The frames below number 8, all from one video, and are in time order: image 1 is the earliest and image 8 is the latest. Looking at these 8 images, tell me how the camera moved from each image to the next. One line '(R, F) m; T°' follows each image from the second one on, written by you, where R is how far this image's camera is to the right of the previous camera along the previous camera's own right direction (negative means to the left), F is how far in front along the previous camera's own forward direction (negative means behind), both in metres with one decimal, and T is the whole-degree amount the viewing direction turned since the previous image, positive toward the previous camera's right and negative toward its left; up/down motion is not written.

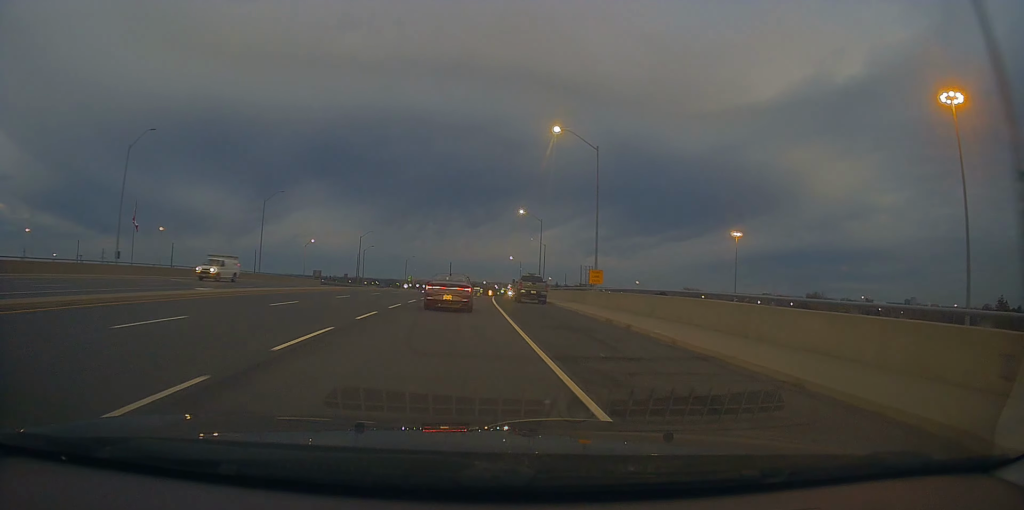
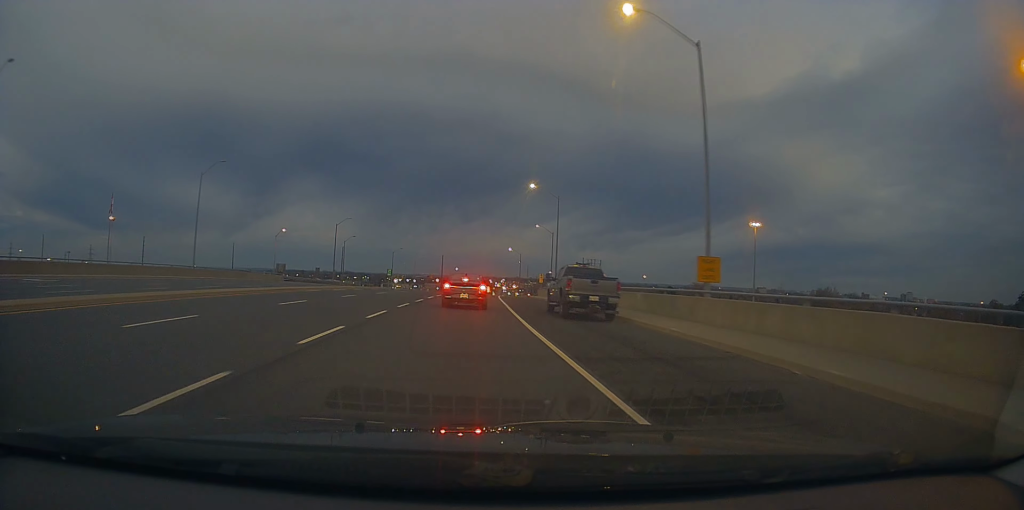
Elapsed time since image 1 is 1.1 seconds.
(-0.2, +18.7) m; -1°
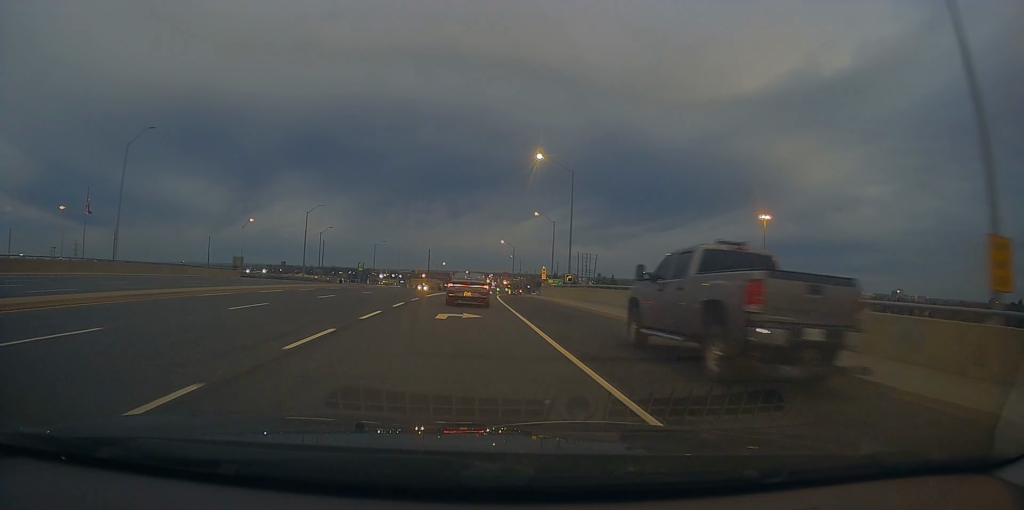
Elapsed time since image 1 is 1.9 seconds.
(0.0, +14.0) m; +1°
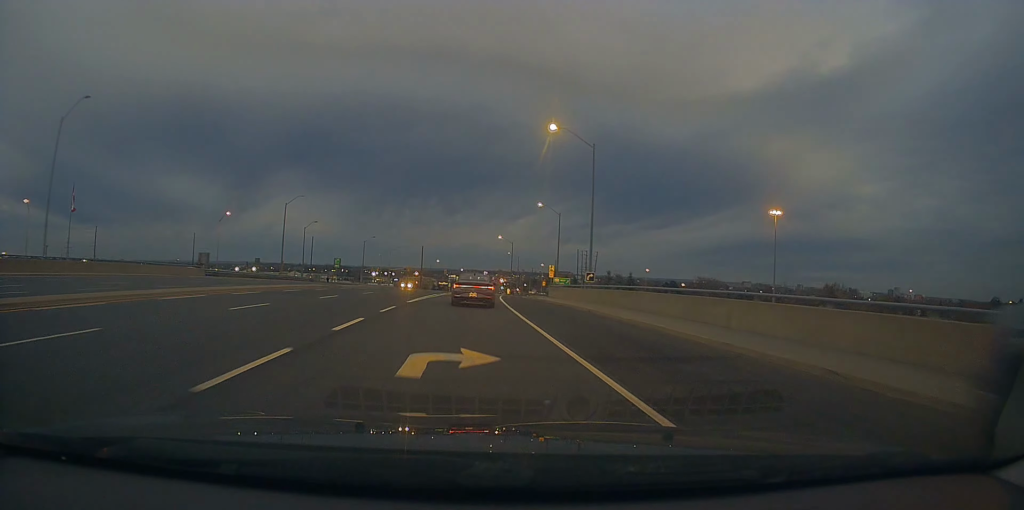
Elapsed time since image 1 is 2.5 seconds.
(+0.2, +10.1) m; +1°
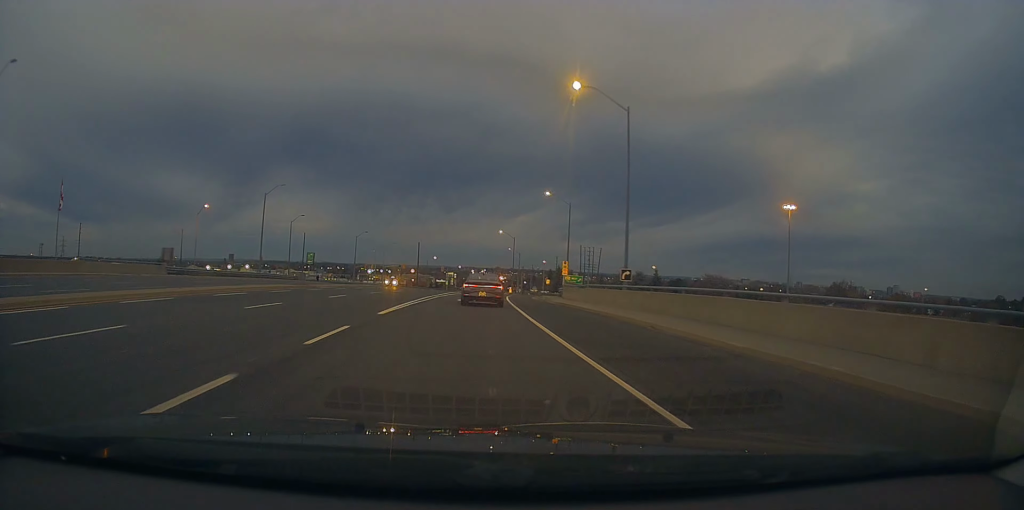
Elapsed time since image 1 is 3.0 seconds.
(+0.2, +9.6) m; +1°
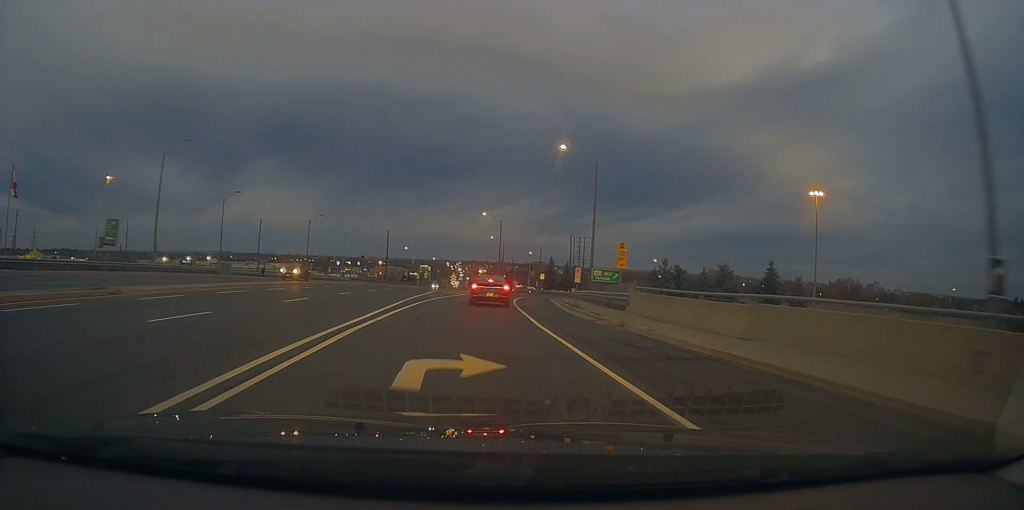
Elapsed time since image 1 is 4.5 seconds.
(+0.3, +22.5) m; +2°
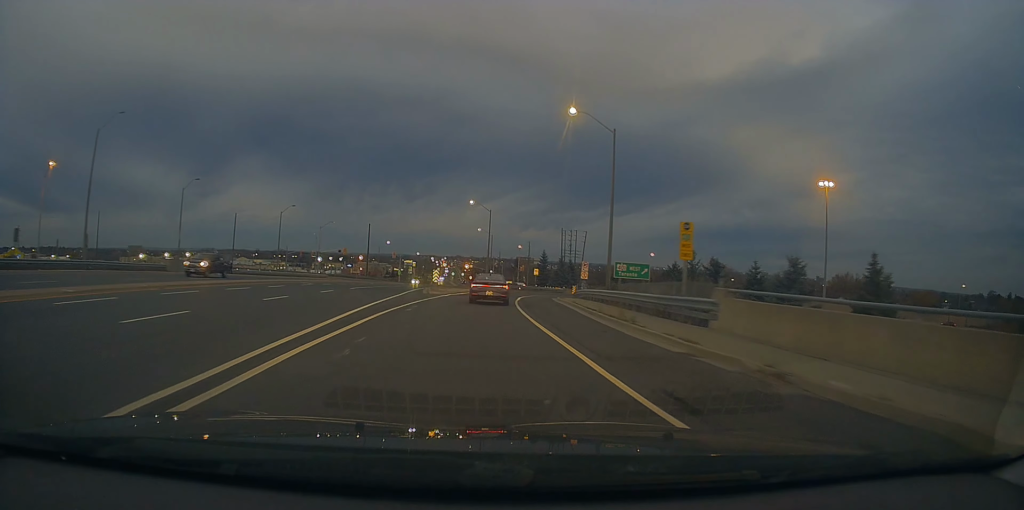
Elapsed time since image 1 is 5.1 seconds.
(+0.1, +9.1) m; +1°
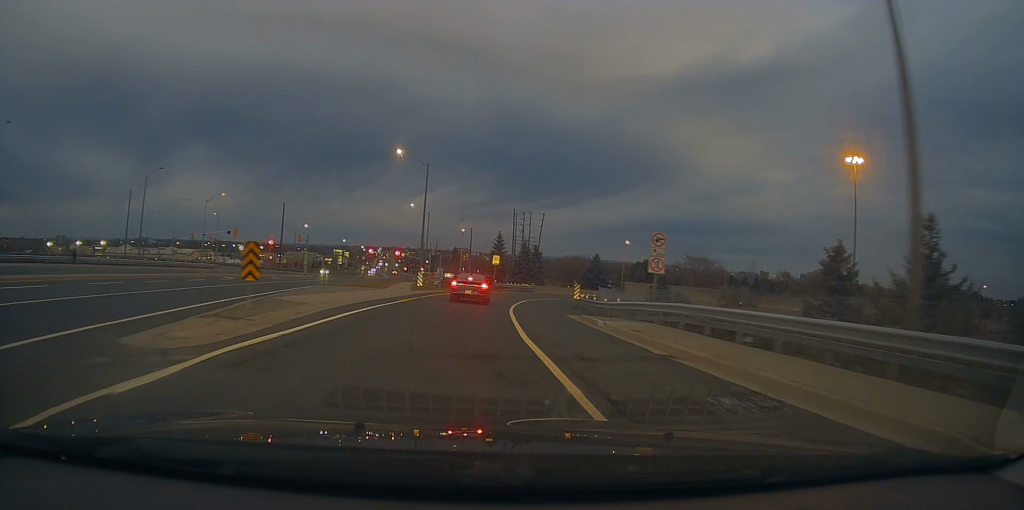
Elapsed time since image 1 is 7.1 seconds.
(+1.6, +28.5) m; +8°
